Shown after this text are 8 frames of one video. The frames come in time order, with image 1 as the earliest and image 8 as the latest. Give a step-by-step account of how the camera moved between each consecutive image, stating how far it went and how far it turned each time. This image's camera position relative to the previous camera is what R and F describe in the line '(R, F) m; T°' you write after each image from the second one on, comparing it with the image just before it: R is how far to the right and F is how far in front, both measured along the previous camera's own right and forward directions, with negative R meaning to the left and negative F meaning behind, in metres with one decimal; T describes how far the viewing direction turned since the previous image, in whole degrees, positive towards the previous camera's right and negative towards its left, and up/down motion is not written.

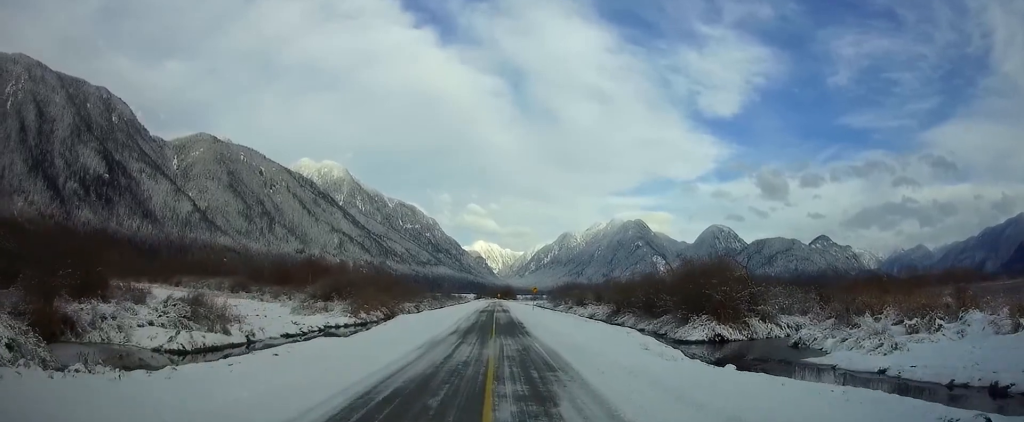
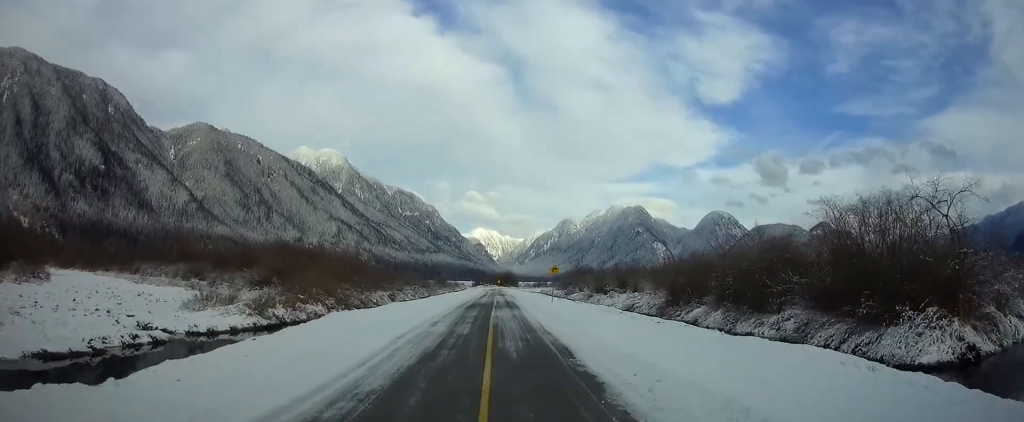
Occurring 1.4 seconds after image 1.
(0.0, +27.1) m; 0°
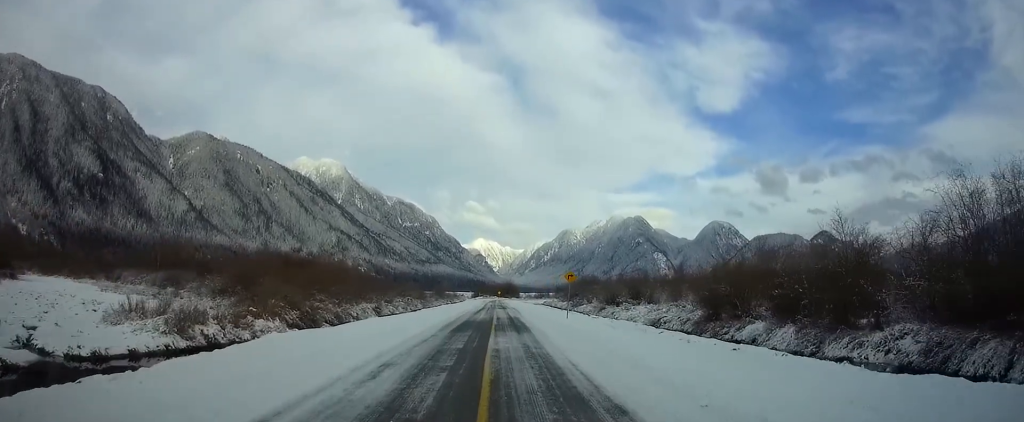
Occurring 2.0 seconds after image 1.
(0.0, +11.0) m; 0°
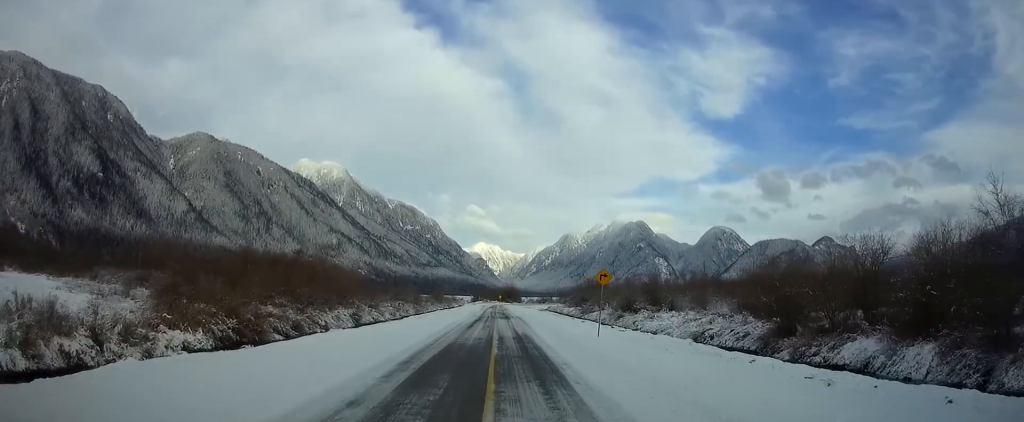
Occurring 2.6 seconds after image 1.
(-0.1, +12.3) m; 0°
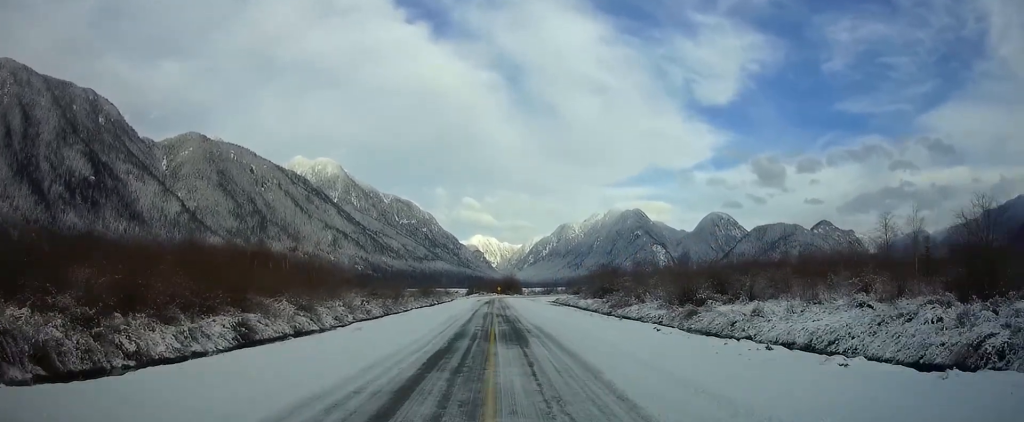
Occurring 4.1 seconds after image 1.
(0.0, +29.4) m; 0°
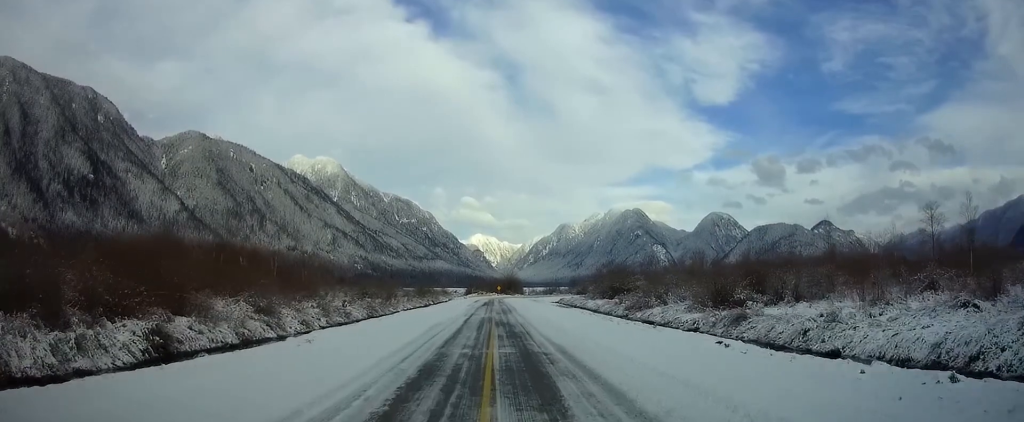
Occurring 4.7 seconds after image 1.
(0.0, +10.0) m; 0°
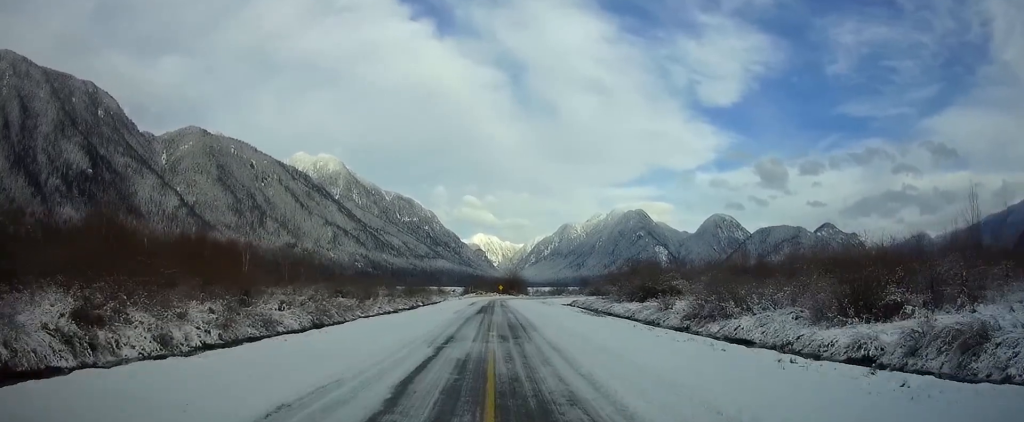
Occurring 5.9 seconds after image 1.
(-0.1, +22.2) m; 0°
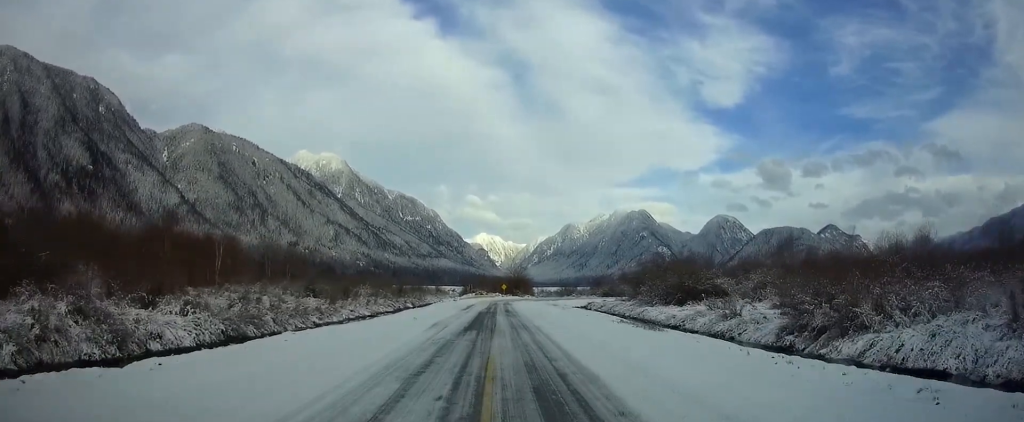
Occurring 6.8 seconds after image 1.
(0.0, +17.3) m; 0°
